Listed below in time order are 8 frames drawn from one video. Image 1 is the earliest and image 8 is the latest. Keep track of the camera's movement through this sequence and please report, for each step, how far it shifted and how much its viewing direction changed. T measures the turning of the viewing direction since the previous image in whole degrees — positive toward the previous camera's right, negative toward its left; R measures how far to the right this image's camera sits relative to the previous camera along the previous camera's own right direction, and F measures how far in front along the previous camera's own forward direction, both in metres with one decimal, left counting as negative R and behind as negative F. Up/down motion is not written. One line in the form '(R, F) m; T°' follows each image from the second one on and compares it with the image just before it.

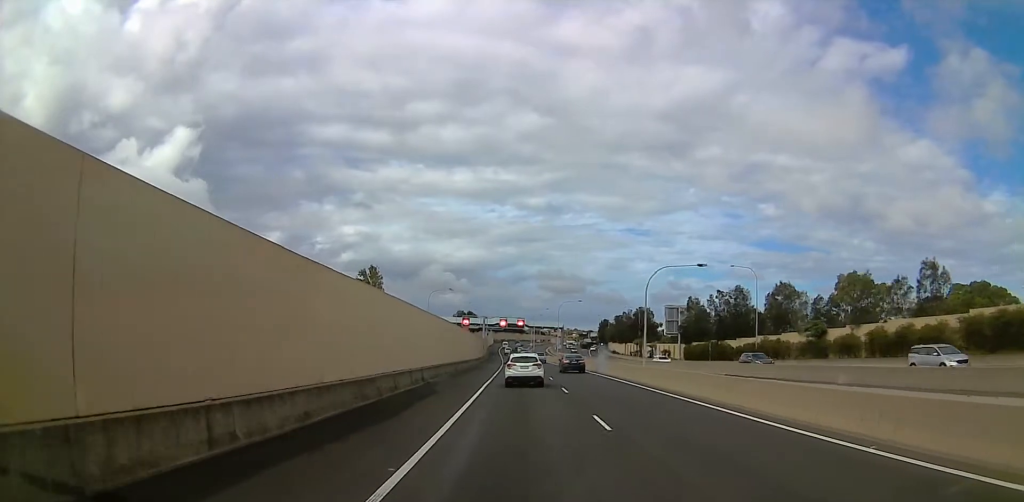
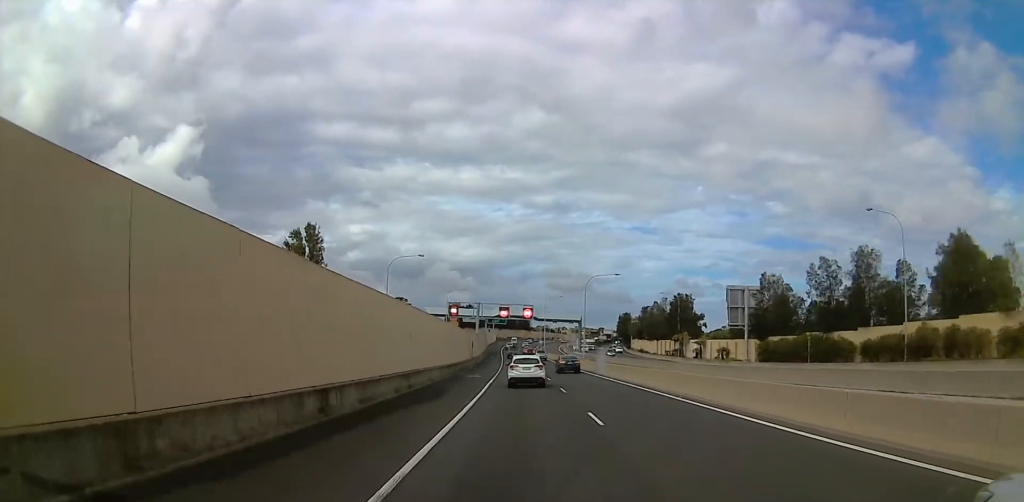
(0.0, +36.8) m; 0°
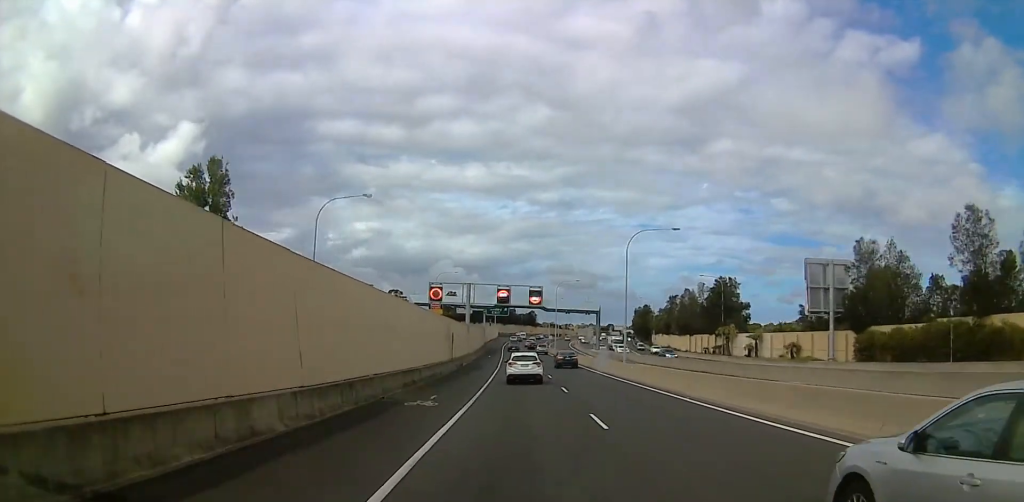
(0.0, +25.3) m; 0°
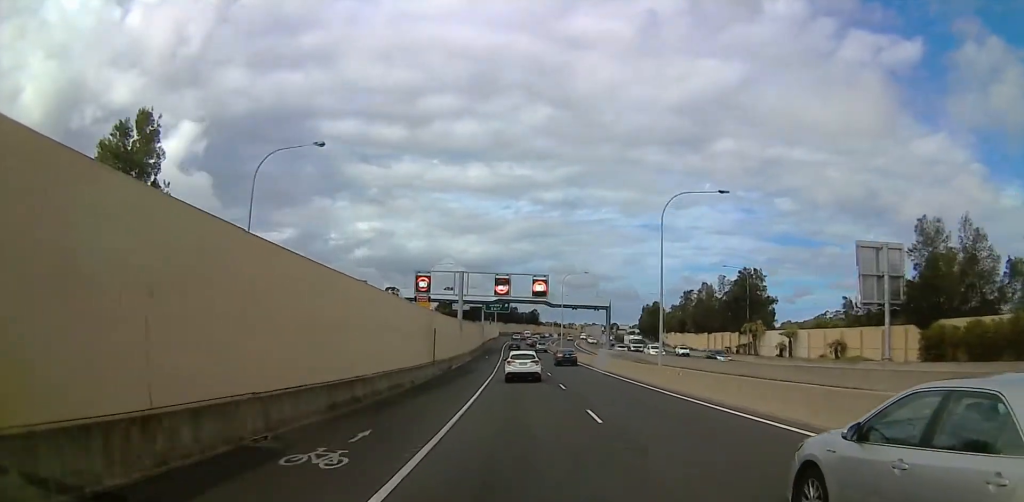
(0.0, +10.8) m; 0°
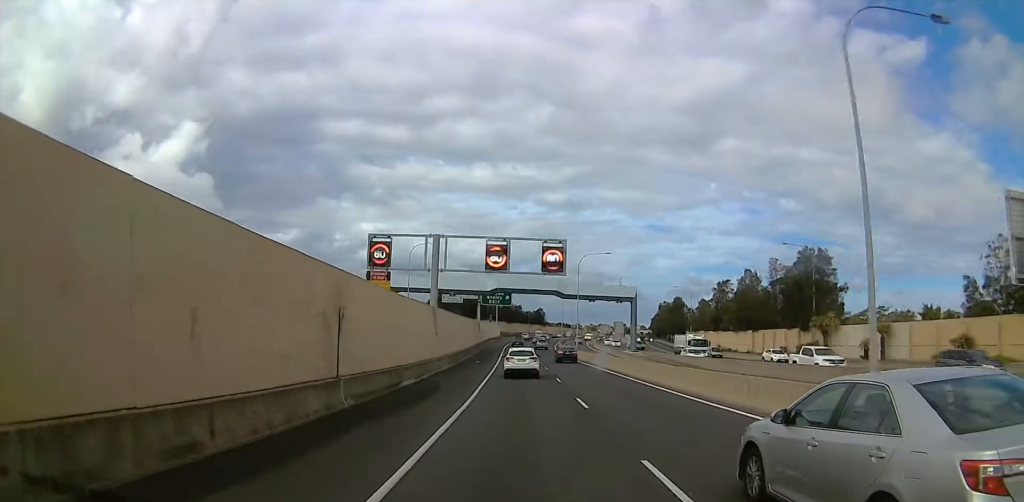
(0.0, +19.1) m; 0°
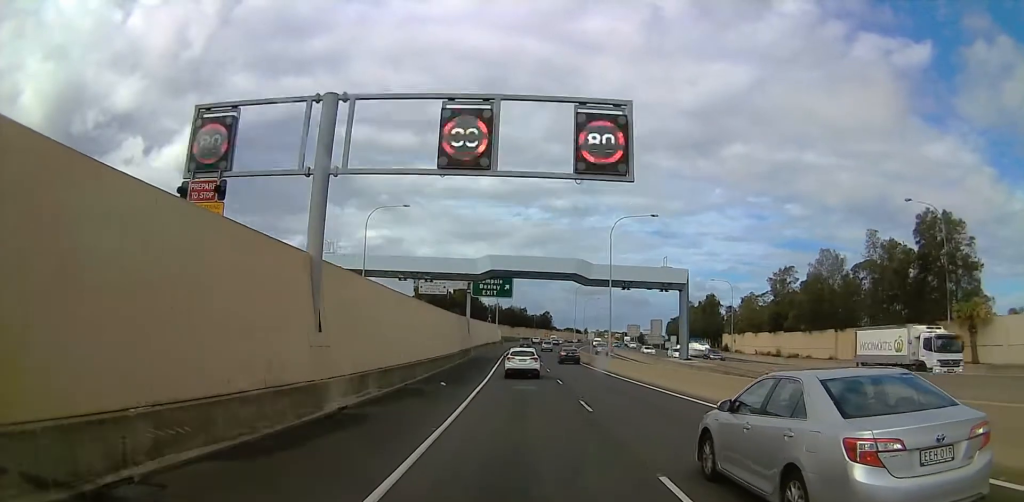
(0.0, +23.0) m; 0°
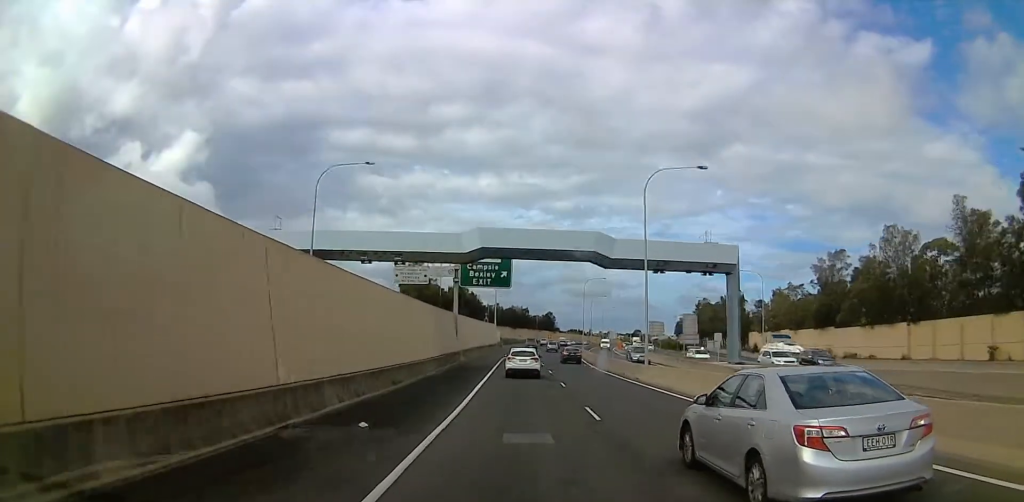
(0.0, +13.1) m; 0°
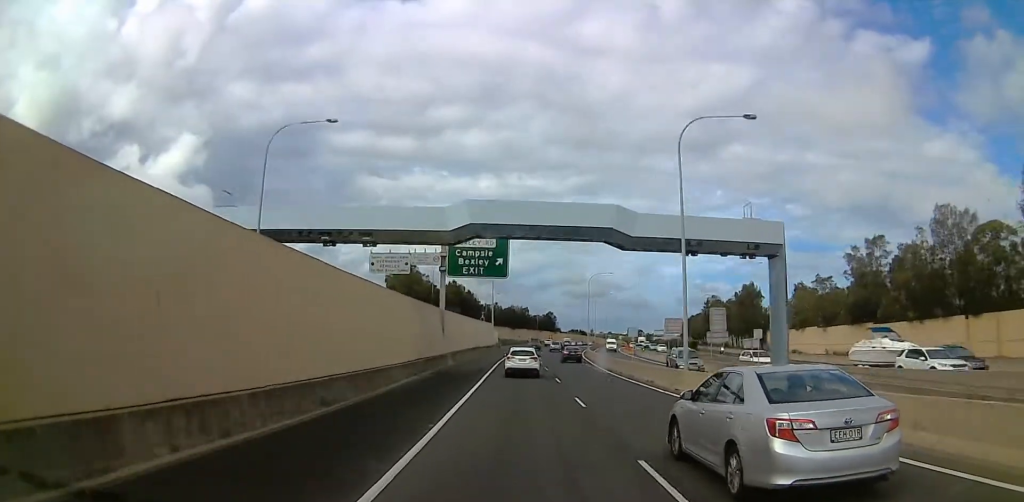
(0.0, +7.9) m; 0°
